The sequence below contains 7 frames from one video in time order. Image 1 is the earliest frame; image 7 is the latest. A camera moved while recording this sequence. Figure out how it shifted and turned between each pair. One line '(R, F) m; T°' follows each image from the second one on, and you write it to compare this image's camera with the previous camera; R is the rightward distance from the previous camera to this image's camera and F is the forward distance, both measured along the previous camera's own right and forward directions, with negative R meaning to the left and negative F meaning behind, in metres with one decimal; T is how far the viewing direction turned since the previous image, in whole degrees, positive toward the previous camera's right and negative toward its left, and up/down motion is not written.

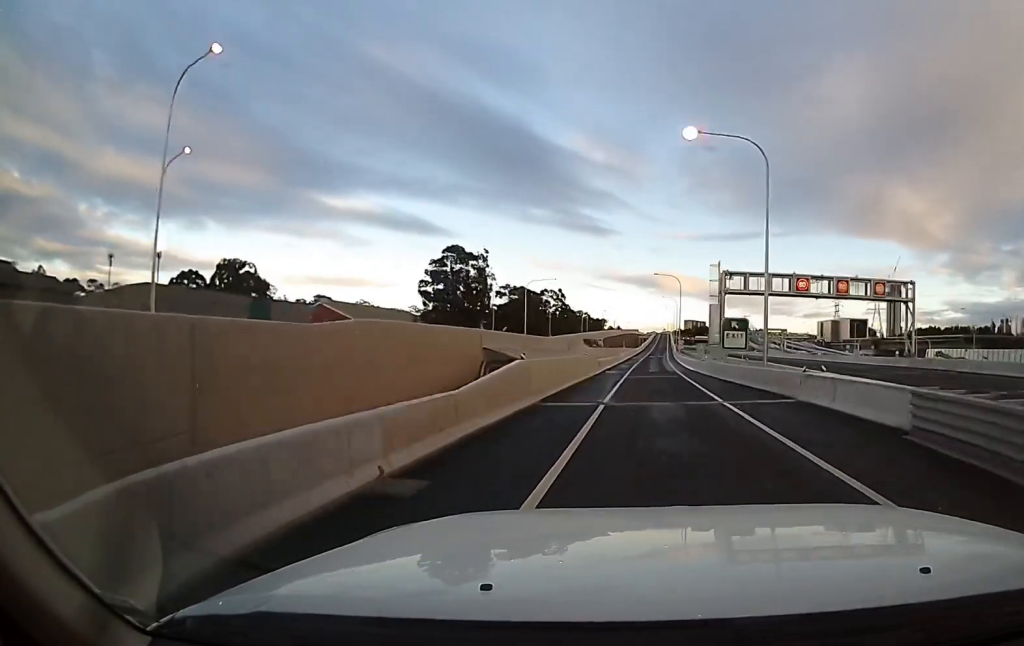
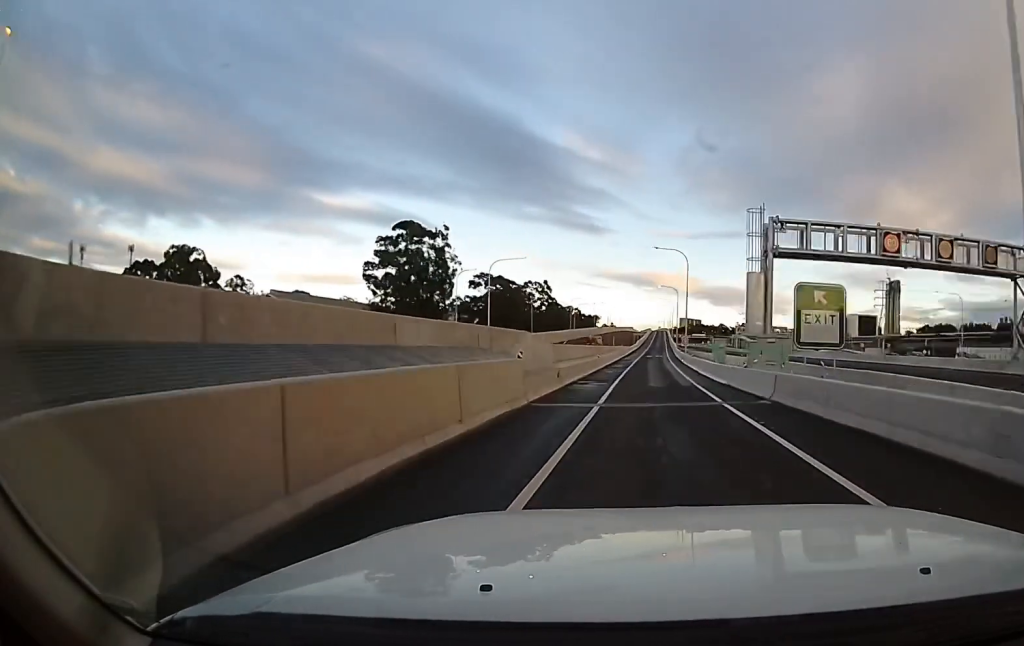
(0.0, +15.6) m; 0°
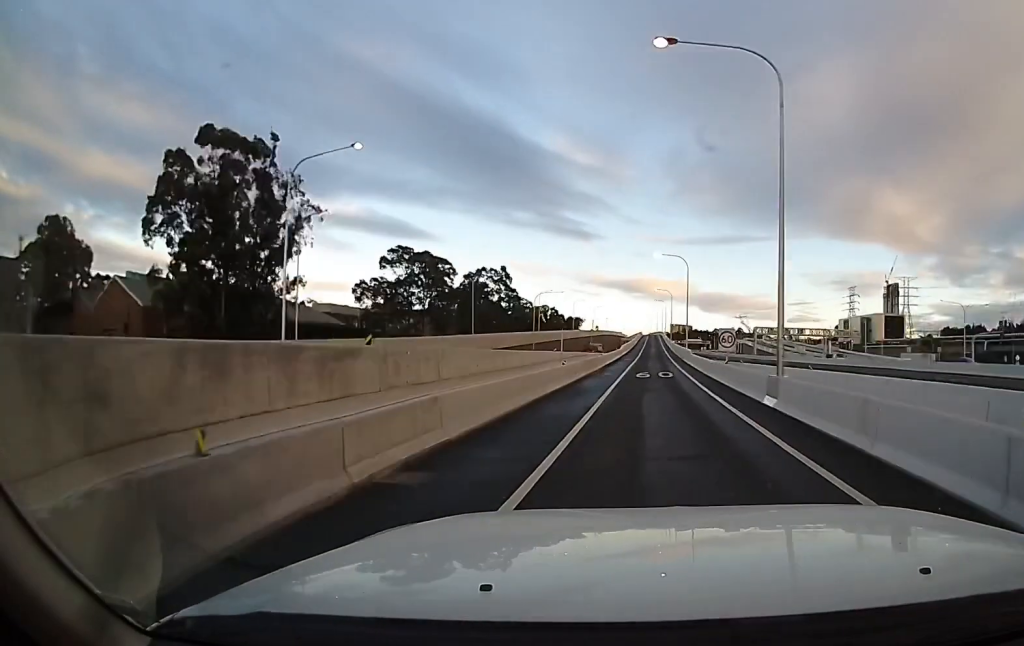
(+0.3, +34.7) m; +1°
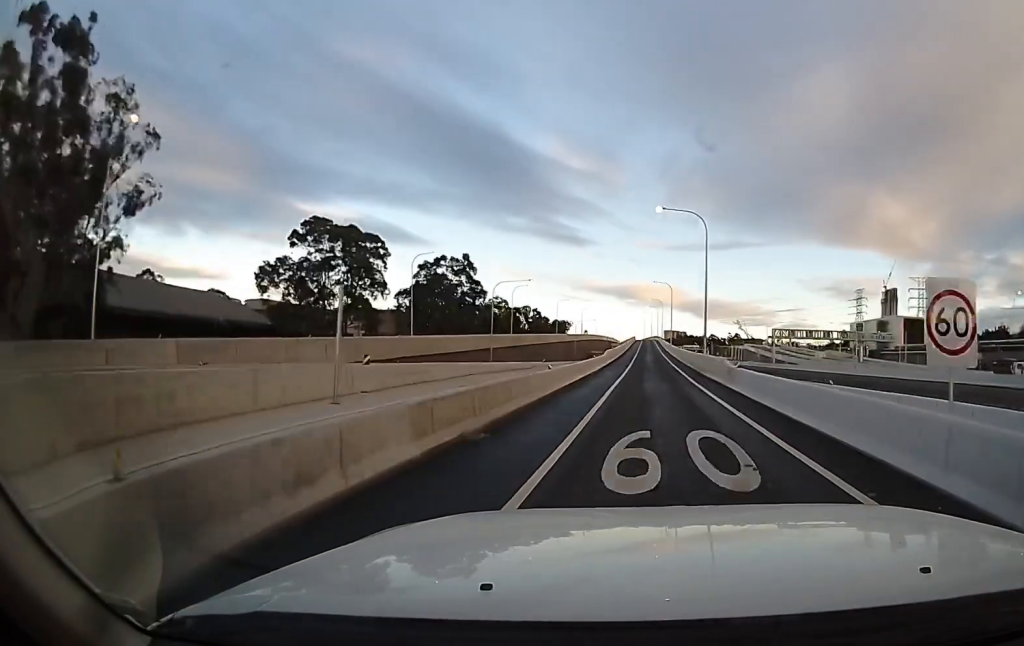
(+0.1, +20.2) m; +1°
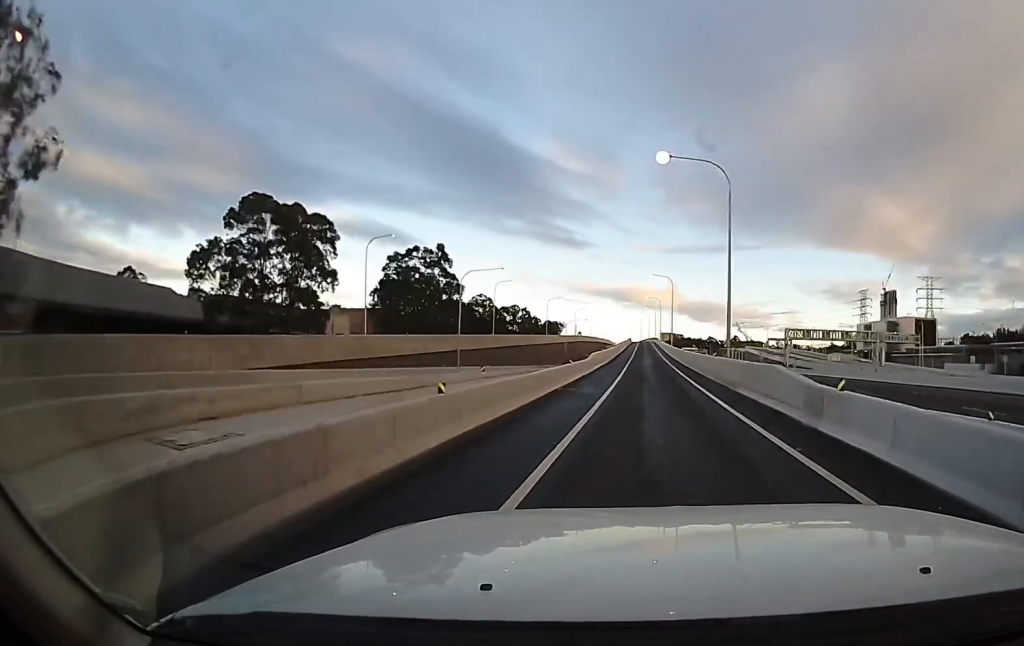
(0.0, +10.9) m; +1°
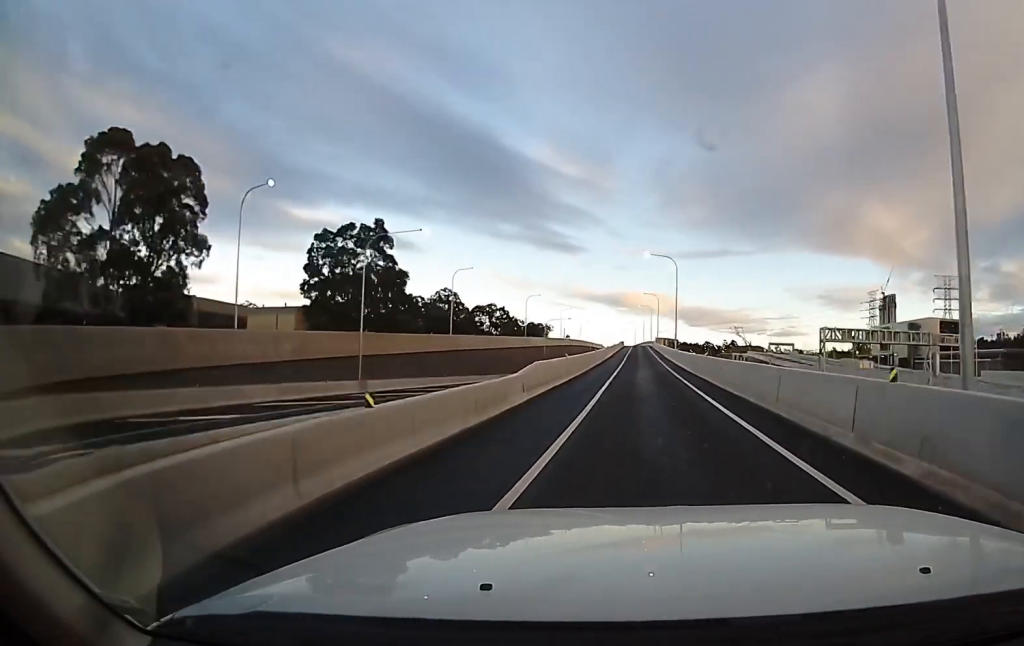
(+0.4, +18.4) m; 0°
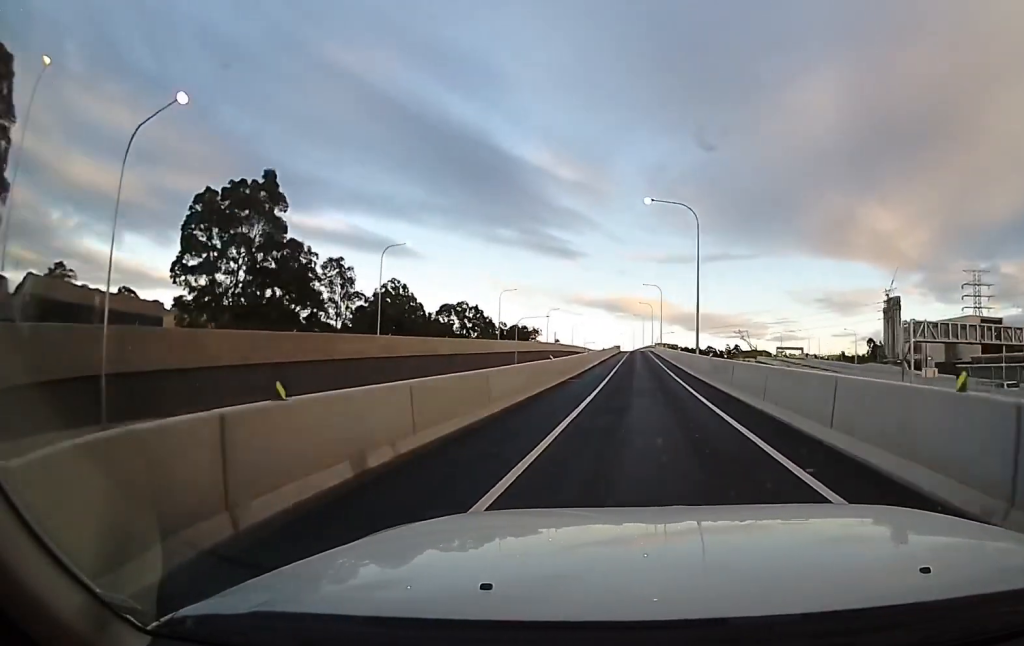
(-0.3, +21.2) m; +1°
